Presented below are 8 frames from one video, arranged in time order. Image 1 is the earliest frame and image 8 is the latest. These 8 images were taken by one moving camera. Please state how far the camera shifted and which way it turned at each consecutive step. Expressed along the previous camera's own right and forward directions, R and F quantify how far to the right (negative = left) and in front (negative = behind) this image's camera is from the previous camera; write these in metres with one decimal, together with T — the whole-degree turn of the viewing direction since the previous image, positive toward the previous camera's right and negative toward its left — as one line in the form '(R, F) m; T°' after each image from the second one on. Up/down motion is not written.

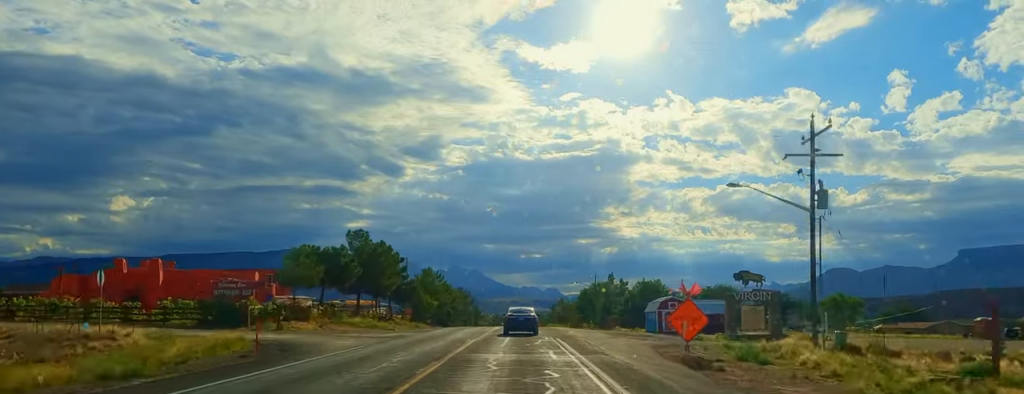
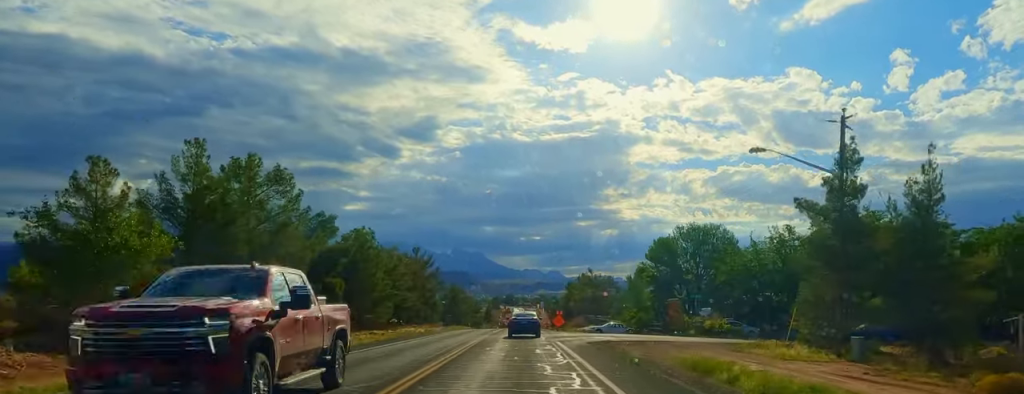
(-0.1, +100.5) m; 0°
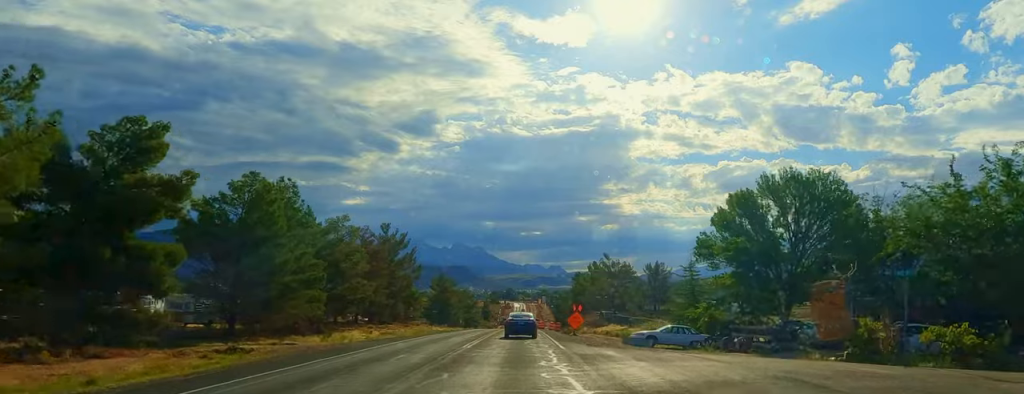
(0.0, +30.6) m; 0°
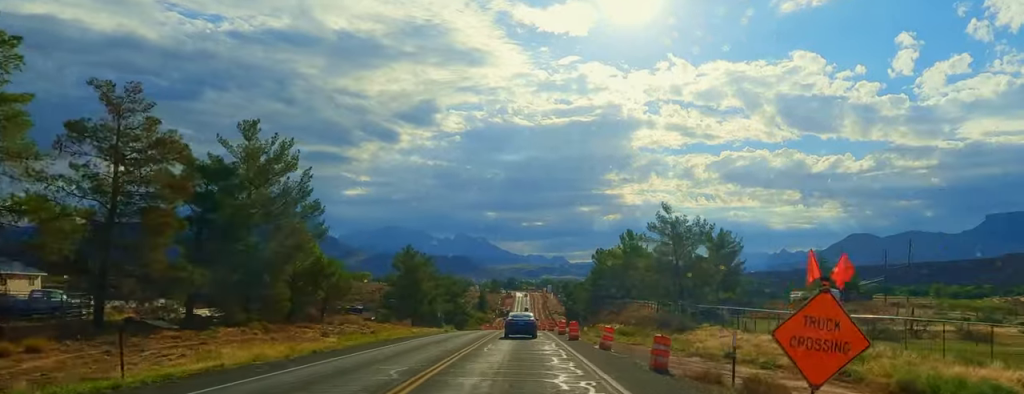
(-0.1, +53.2) m; 0°
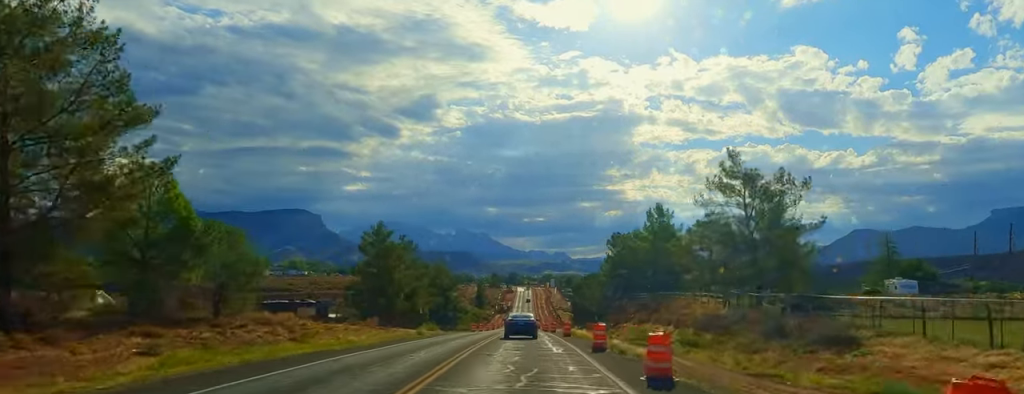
(-0.1, +24.7) m; 0°
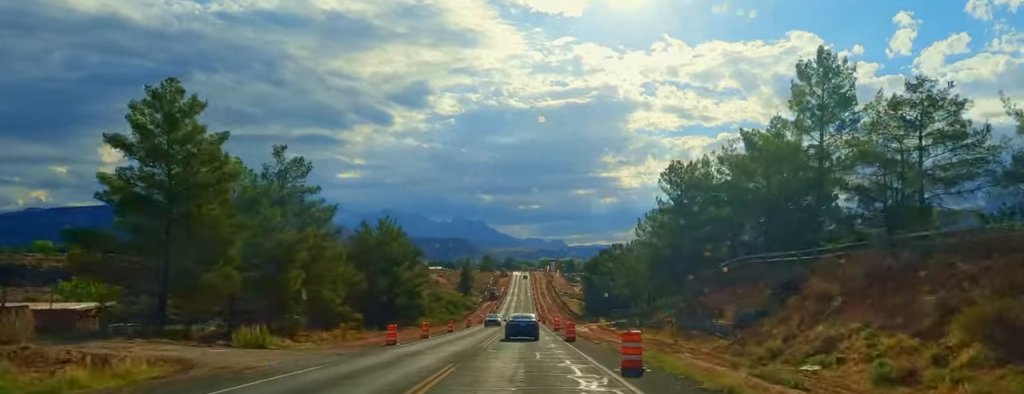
(+0.1, +53.9) m; 0°
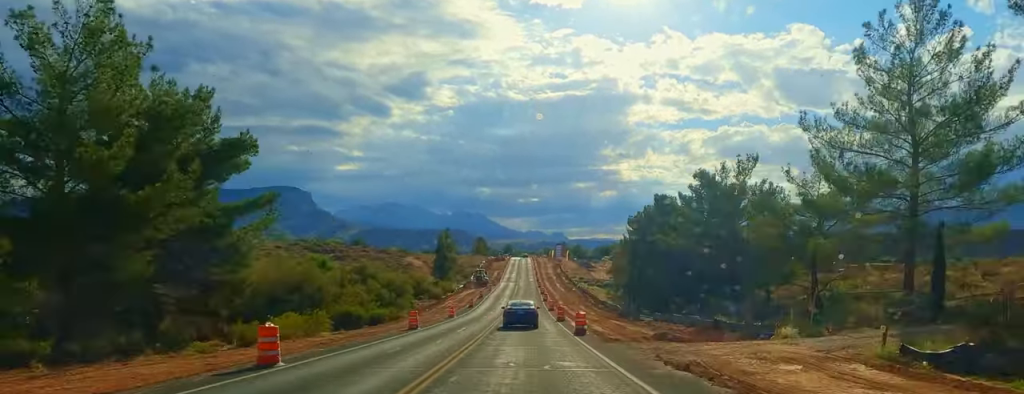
(-0.3, +62.2) m; 0°
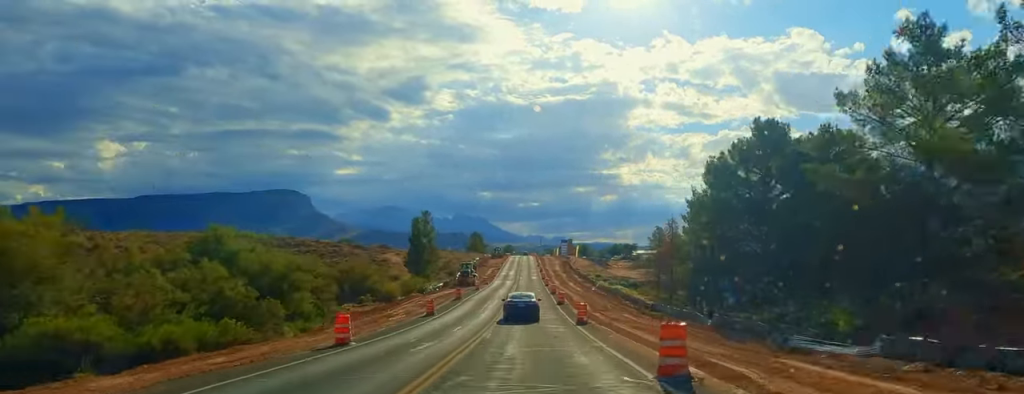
(+0.1, +35.8) m; 0°
